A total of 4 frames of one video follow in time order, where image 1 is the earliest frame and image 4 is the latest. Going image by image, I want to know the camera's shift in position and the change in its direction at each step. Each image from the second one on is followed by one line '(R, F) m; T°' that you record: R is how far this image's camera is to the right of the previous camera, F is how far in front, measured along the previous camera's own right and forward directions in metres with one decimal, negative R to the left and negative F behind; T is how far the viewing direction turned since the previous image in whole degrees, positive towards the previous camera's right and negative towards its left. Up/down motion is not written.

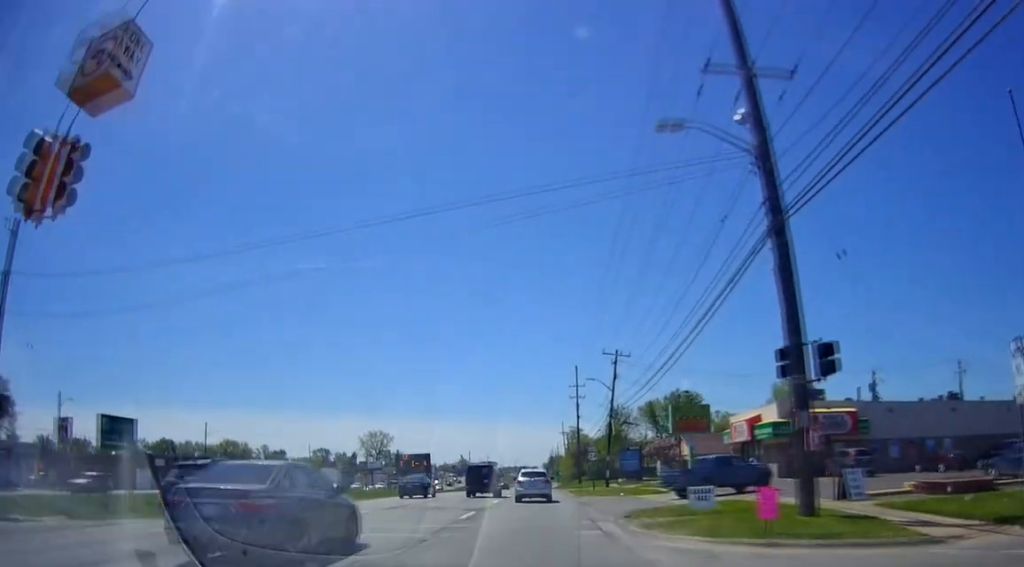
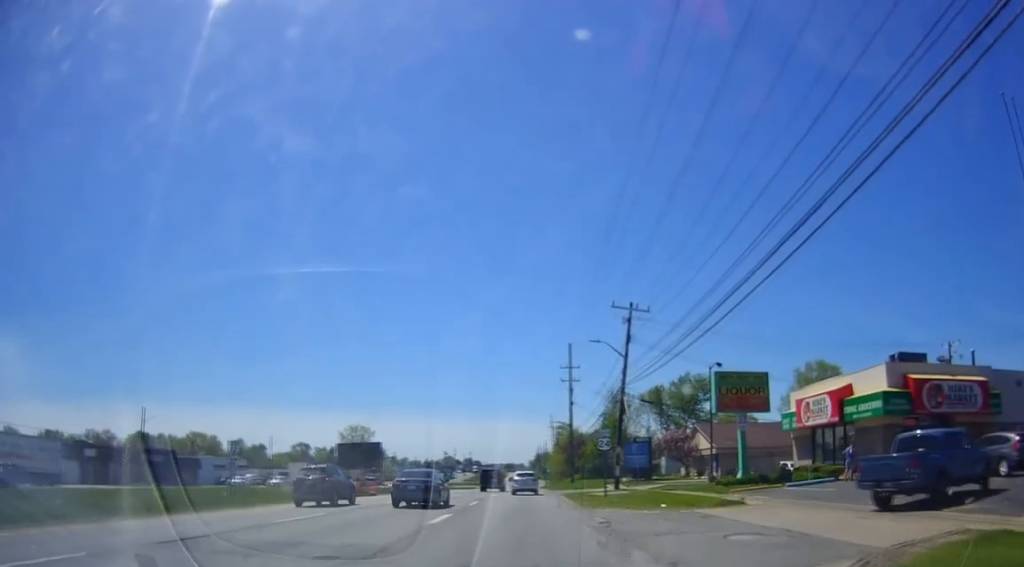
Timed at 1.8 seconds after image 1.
(-0.4, +15.8) m; -1°
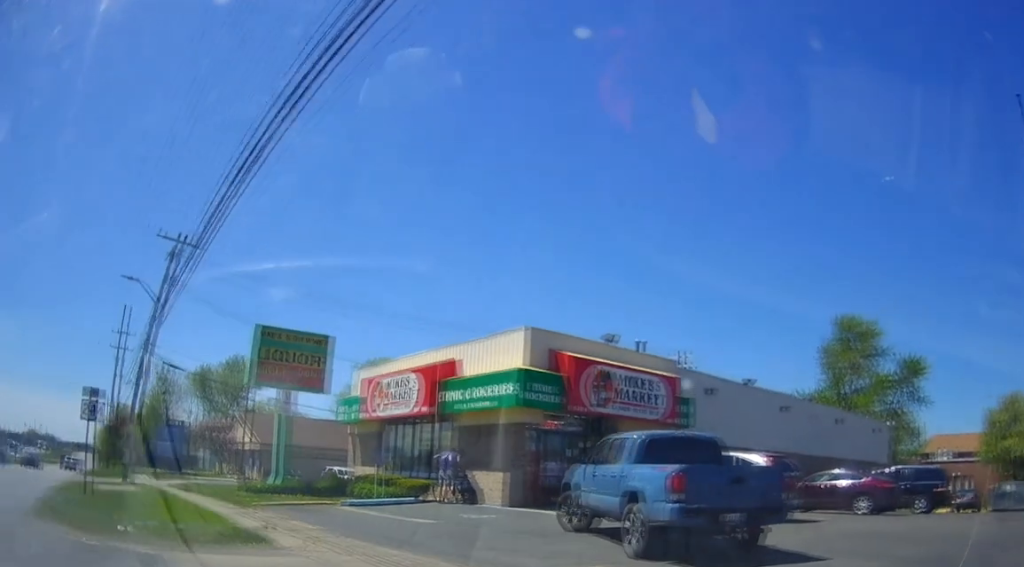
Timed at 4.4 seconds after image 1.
(+2.7, +15.3) m; +32°
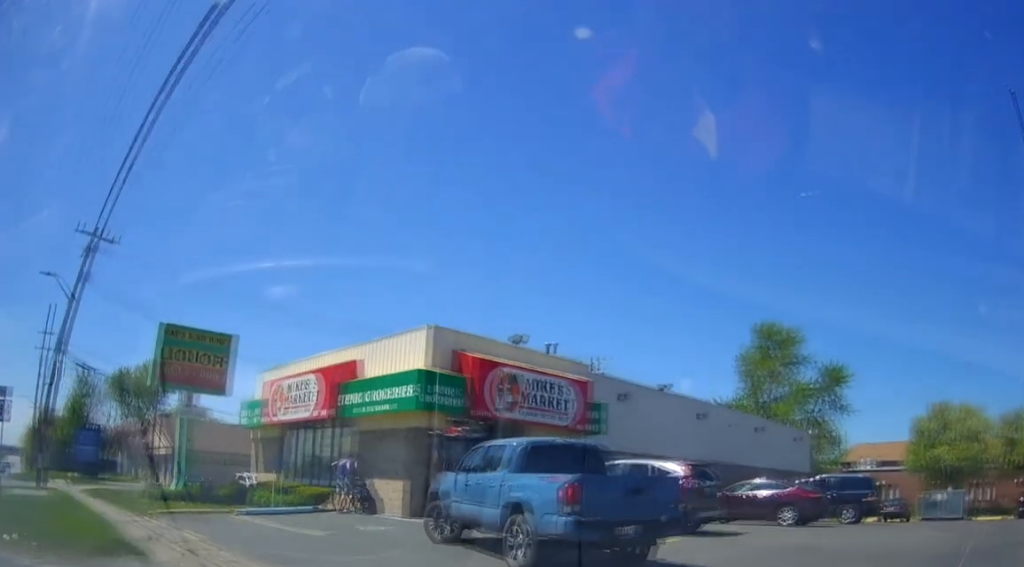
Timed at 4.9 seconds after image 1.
(+0.2, +1.6) m; +12°
